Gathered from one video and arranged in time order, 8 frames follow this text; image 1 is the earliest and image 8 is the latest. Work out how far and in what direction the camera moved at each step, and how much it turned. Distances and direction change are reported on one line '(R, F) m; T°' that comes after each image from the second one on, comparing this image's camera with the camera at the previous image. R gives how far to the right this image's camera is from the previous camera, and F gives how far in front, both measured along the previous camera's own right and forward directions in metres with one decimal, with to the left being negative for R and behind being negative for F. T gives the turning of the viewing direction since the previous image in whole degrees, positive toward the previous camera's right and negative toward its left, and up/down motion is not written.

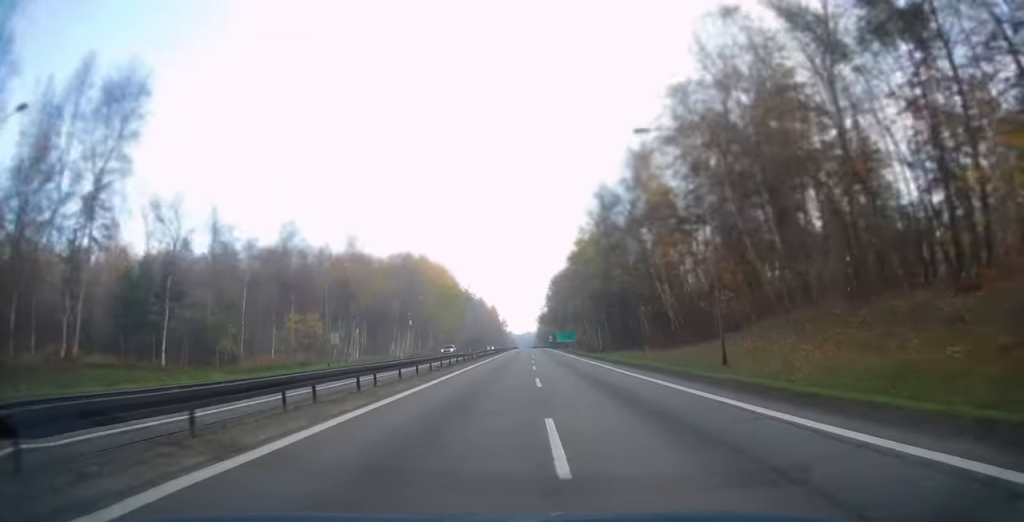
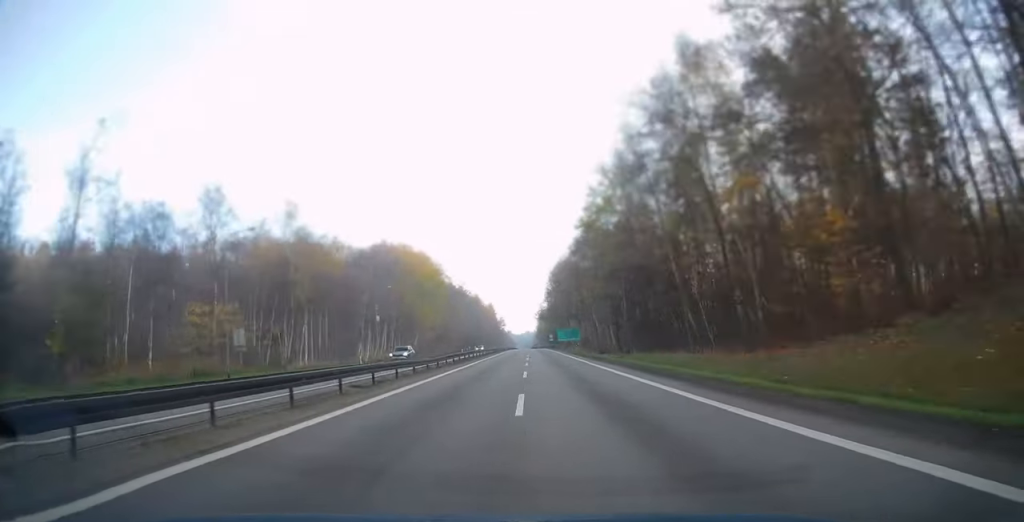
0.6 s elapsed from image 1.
(+0.1, +18.4) m; 0°
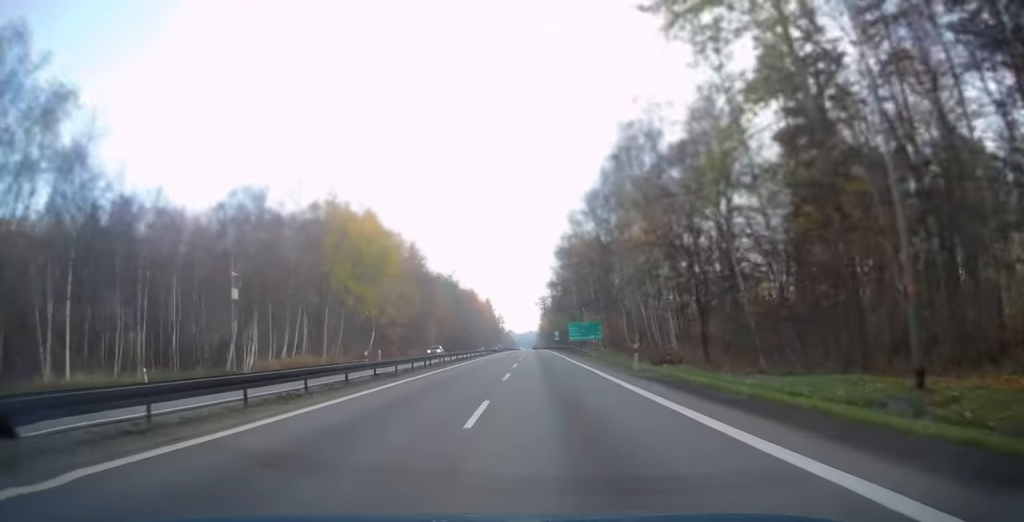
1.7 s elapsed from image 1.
(-0.1, +37.1) m; 0°
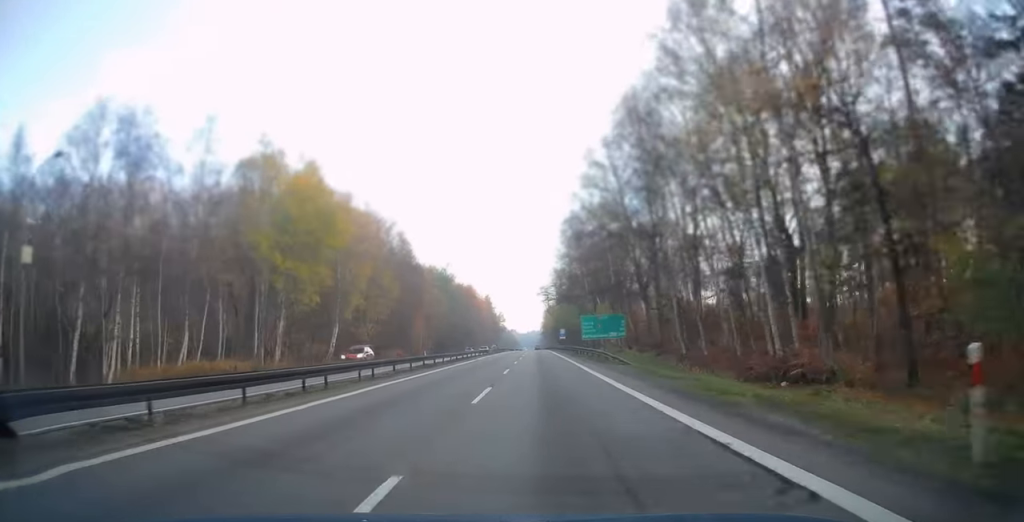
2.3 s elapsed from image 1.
(0.0, +19.7) m; 0°
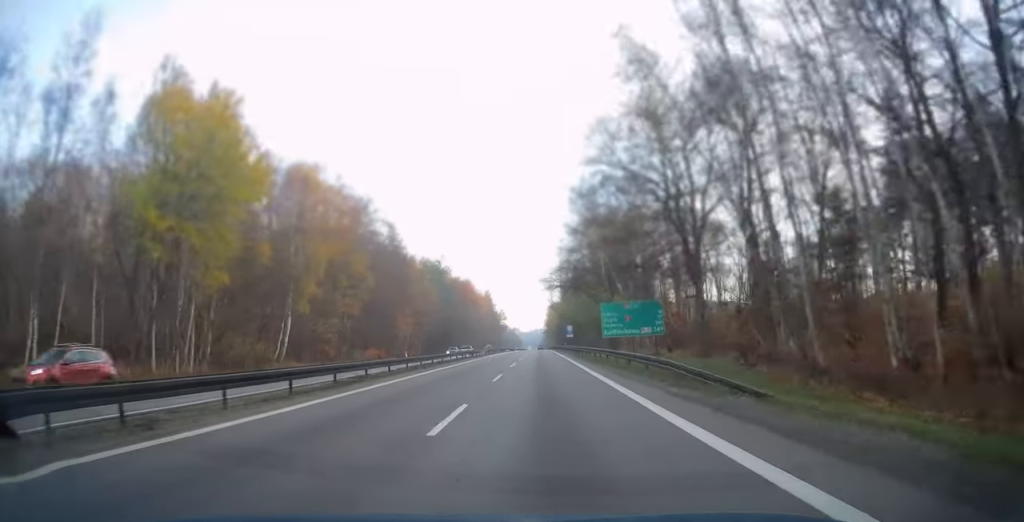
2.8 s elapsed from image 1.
(0.0, +16.9) m; 0°
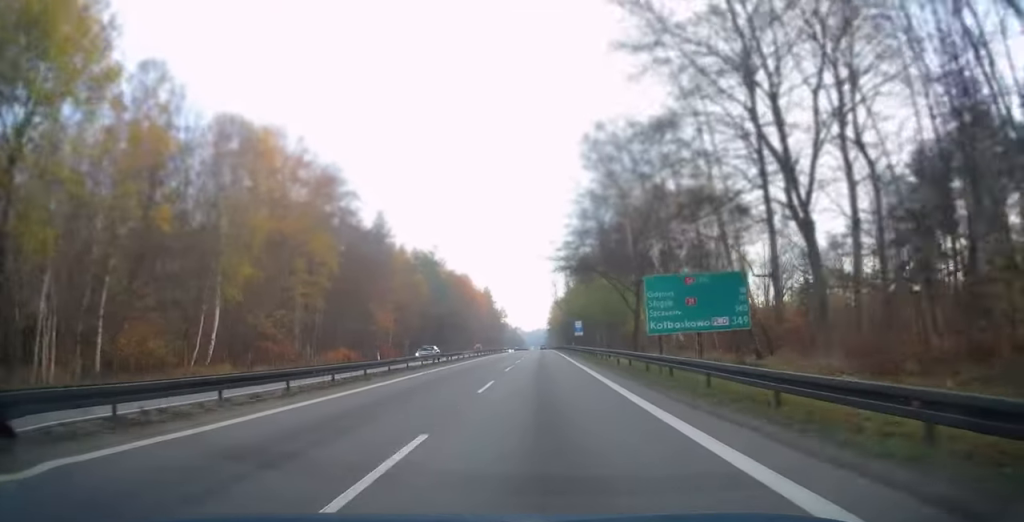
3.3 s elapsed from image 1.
(0.0, +16.2) m; 0°
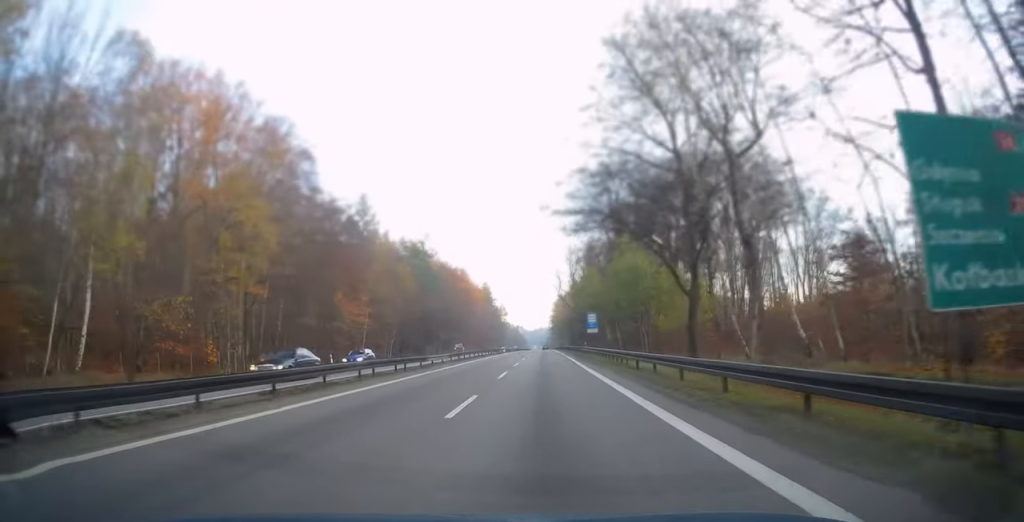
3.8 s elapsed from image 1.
(0.0, +17.1) m; 0°
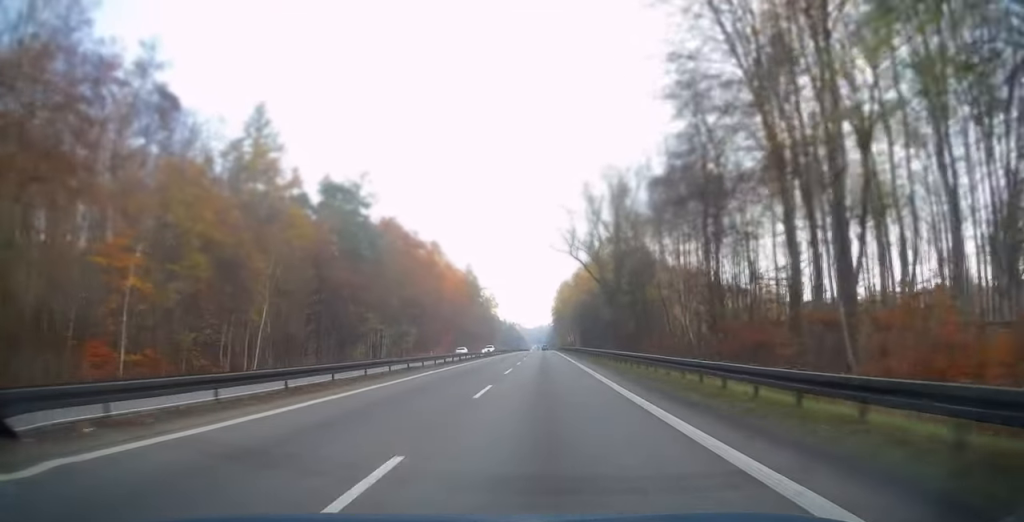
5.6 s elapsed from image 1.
(+0.1, +55.2) m; 0°
